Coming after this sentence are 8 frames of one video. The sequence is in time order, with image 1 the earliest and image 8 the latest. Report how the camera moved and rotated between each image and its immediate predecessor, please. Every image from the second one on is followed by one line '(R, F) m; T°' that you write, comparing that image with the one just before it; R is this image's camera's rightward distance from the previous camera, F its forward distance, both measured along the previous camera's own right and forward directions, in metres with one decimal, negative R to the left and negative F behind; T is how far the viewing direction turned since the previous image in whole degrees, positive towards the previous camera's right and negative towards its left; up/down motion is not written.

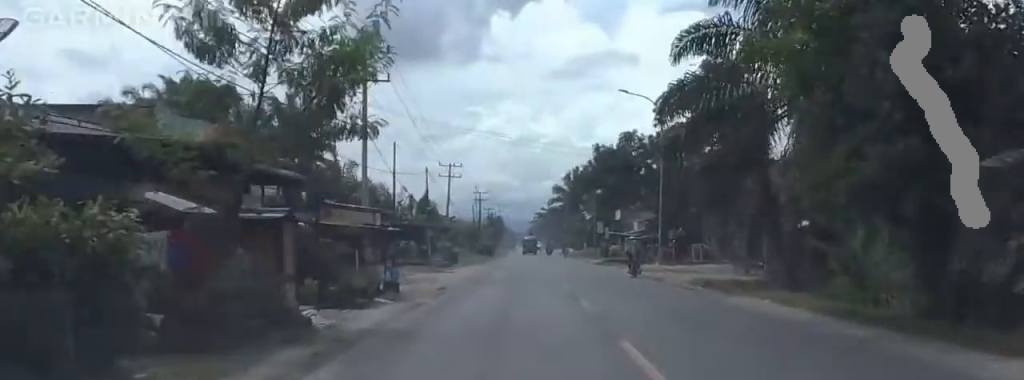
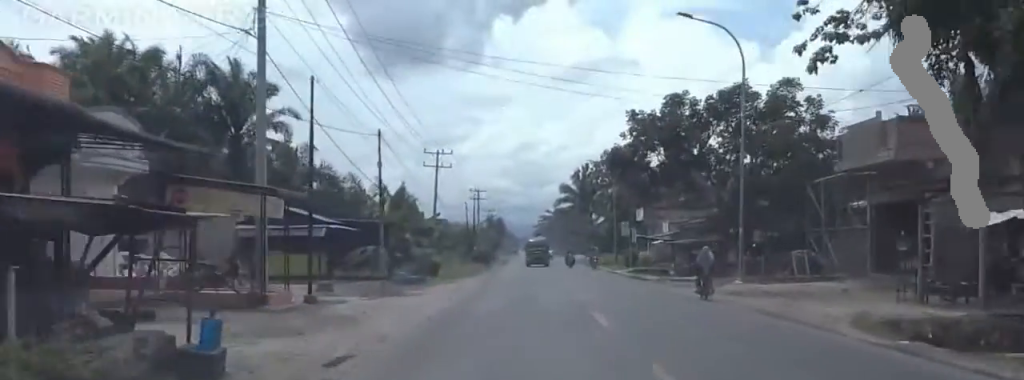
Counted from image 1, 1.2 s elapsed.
(0.0, +17.8) m; 0°
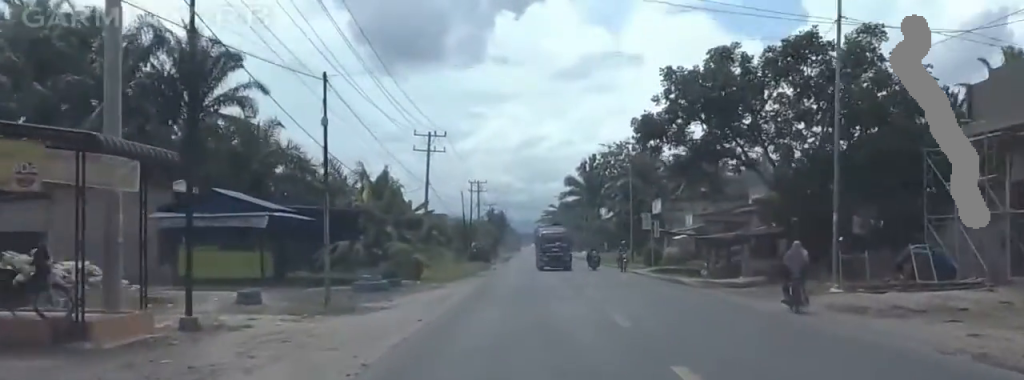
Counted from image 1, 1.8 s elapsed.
(0.0, +9.5) m; 0°
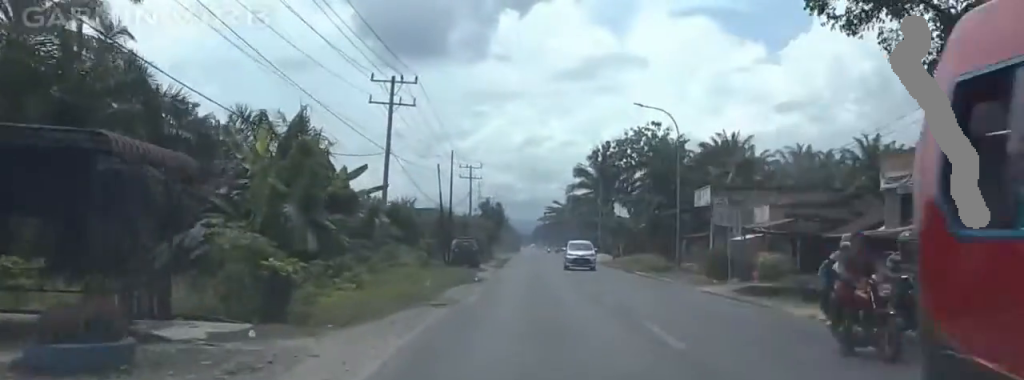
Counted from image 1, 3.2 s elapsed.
(0.0, +20.7) m; +1°
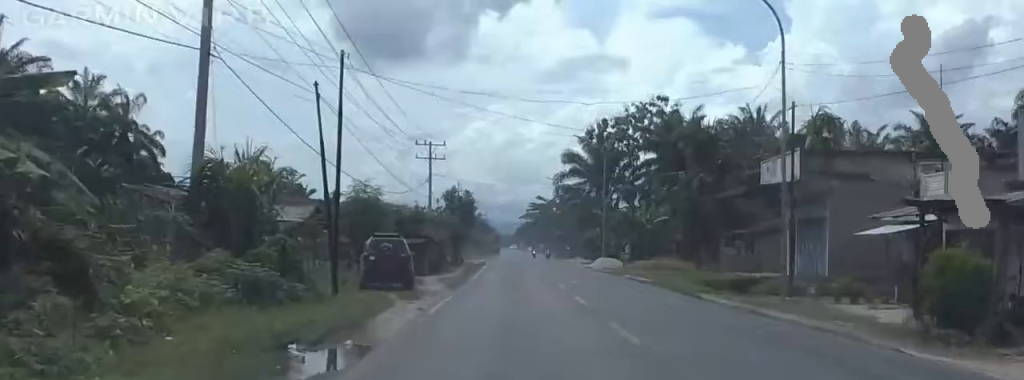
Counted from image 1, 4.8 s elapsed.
(+0.2, +23.1) m; 0°
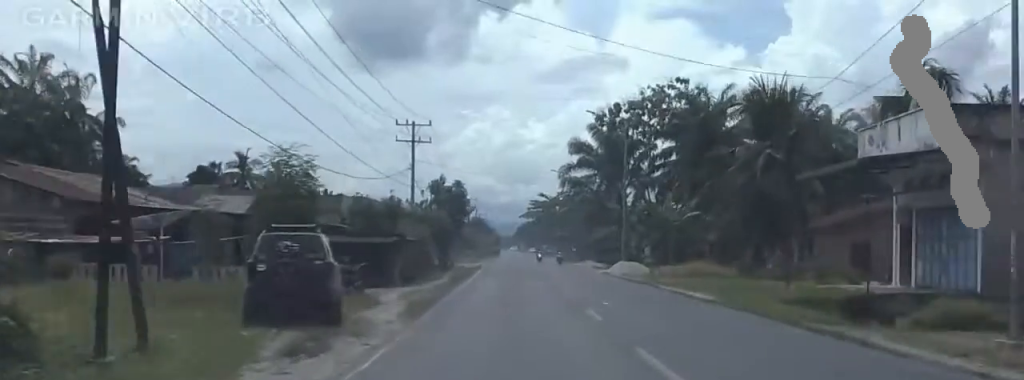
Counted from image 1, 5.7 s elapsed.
(-0.2, +12.4) m; -1°
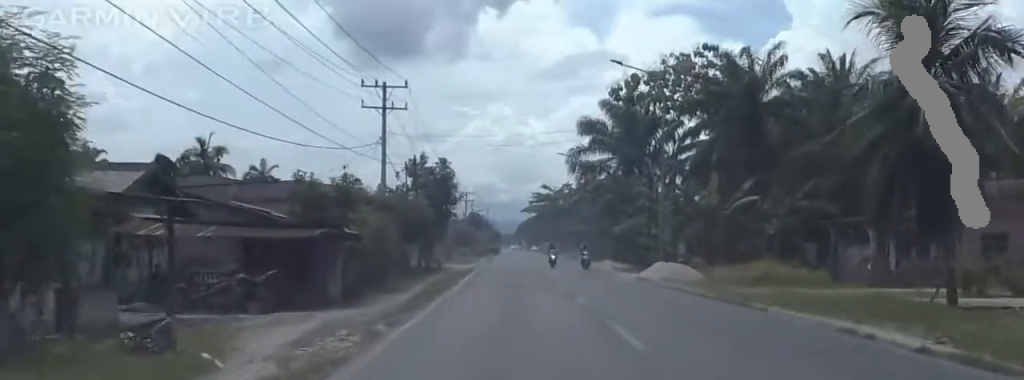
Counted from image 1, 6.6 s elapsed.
(0.0, +13.8) m; 0°
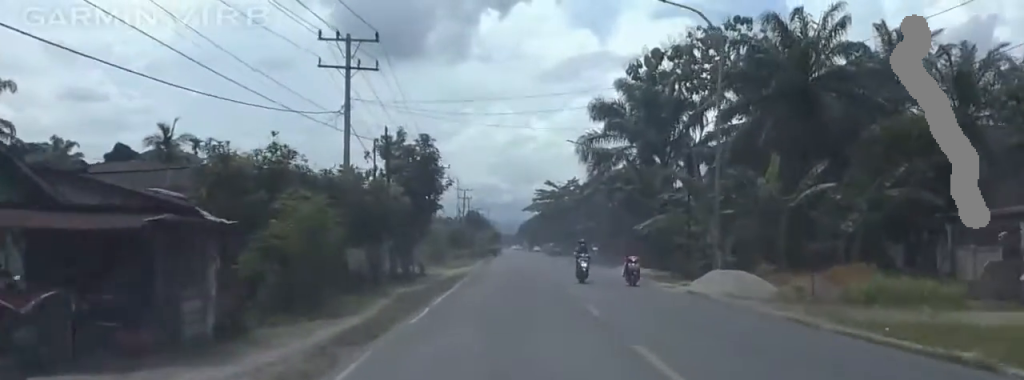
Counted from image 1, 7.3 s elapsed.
(0.0, +11.0) m; 0°
